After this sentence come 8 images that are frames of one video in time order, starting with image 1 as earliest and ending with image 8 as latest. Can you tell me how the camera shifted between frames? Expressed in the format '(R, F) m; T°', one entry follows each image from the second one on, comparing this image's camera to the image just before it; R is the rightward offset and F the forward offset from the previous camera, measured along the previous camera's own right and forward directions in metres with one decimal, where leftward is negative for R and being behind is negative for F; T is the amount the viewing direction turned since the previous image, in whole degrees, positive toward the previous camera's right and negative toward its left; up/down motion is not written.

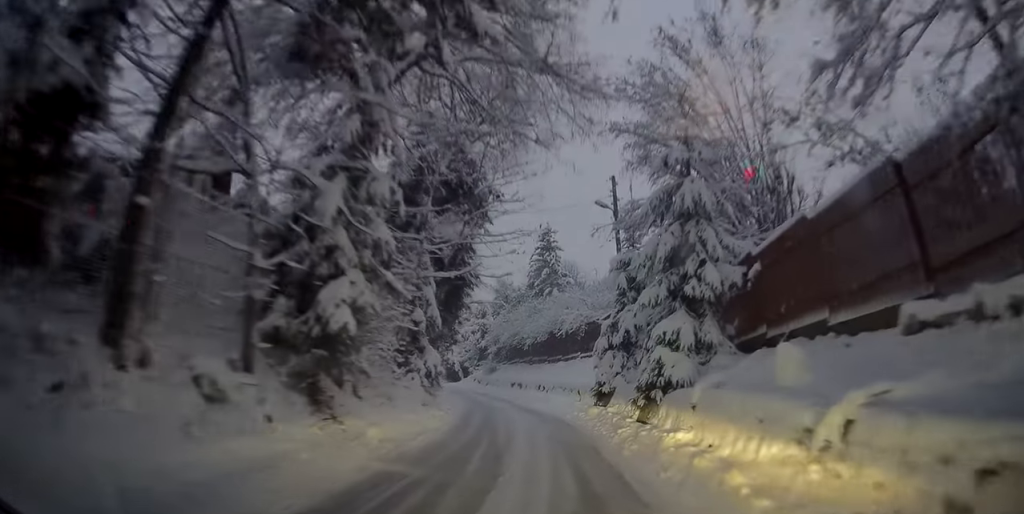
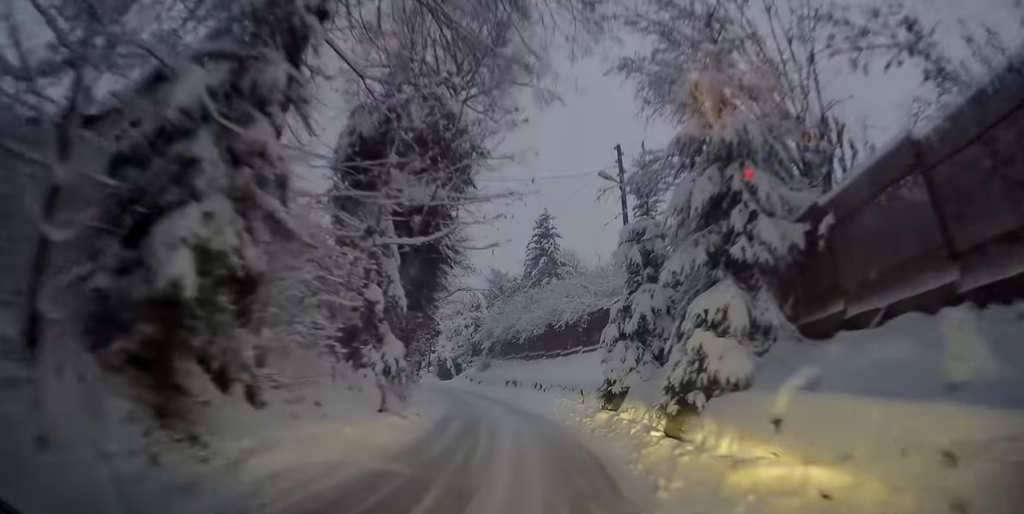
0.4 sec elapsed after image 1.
(0.0, +3.1) m; -2°
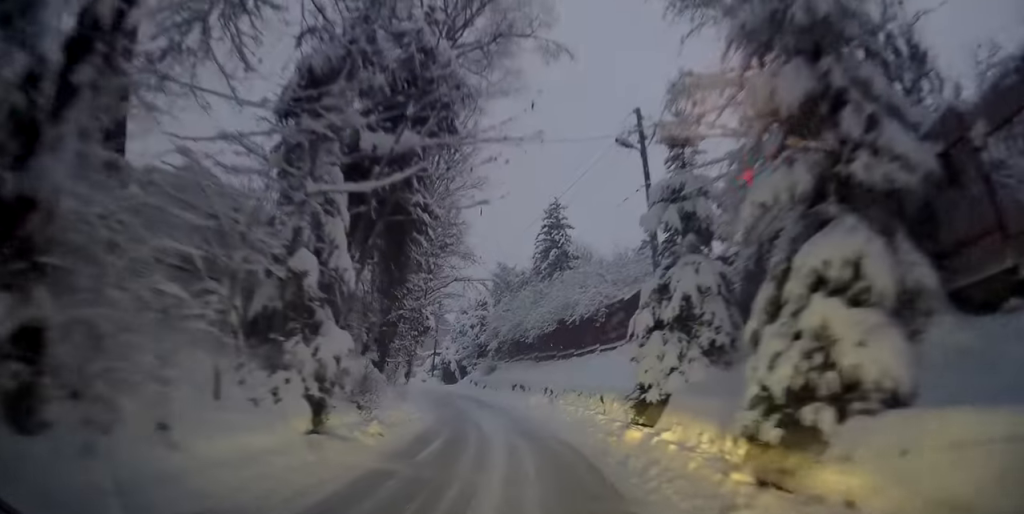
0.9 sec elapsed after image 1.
(0.0, +3.1) m; -2°
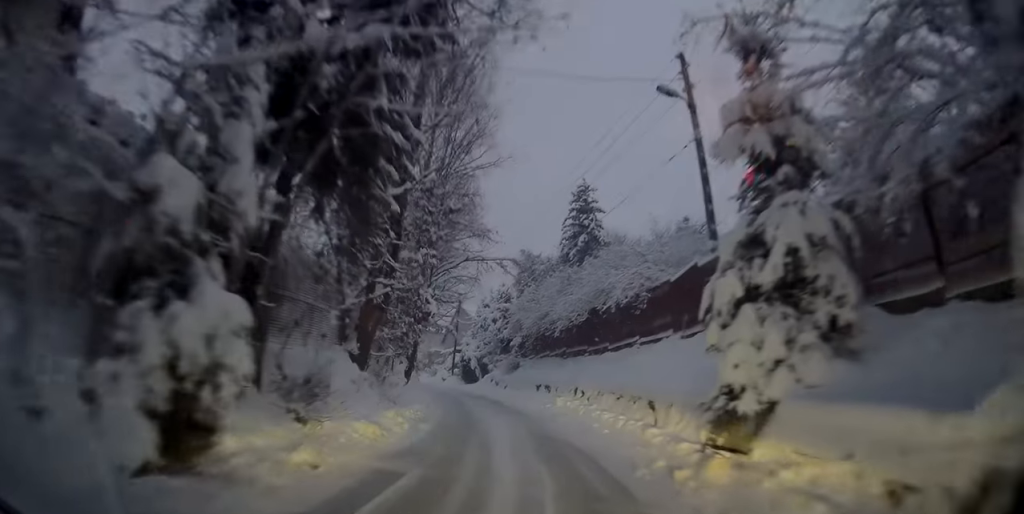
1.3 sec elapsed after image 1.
(-0.2, +3.3) m; -1°
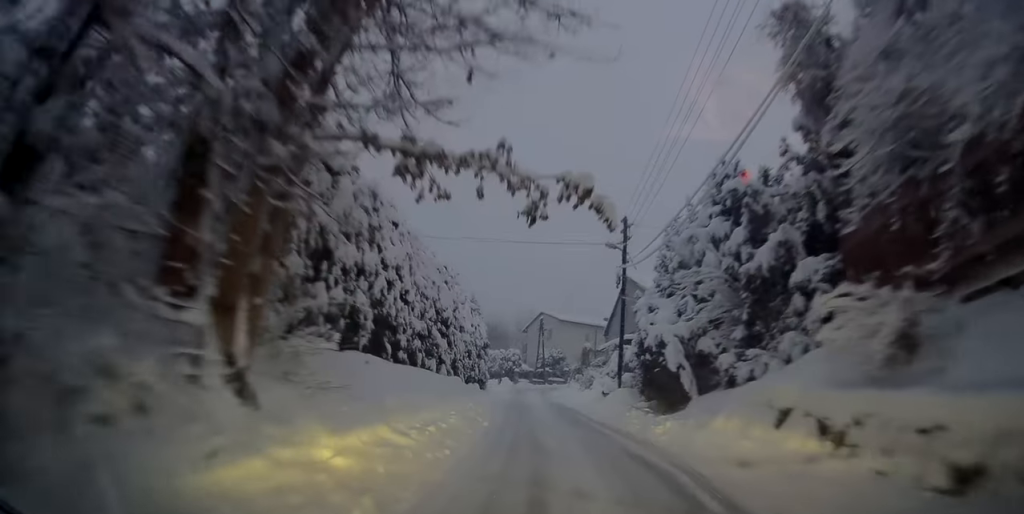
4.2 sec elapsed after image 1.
(-3.5, +22.3) m; -20°
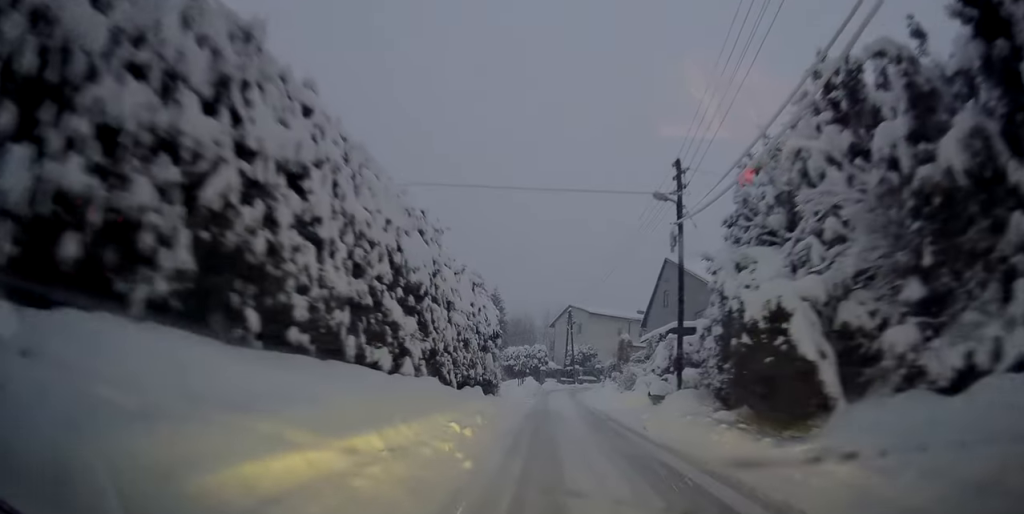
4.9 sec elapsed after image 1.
(-0.2, +6.0) m; -2°
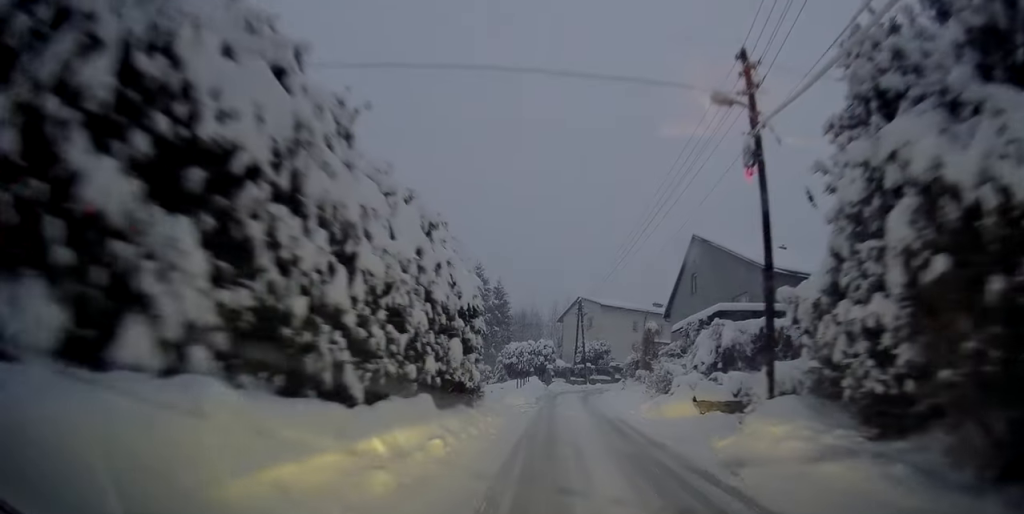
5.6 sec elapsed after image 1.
(0.0, +6.3) m; 0°
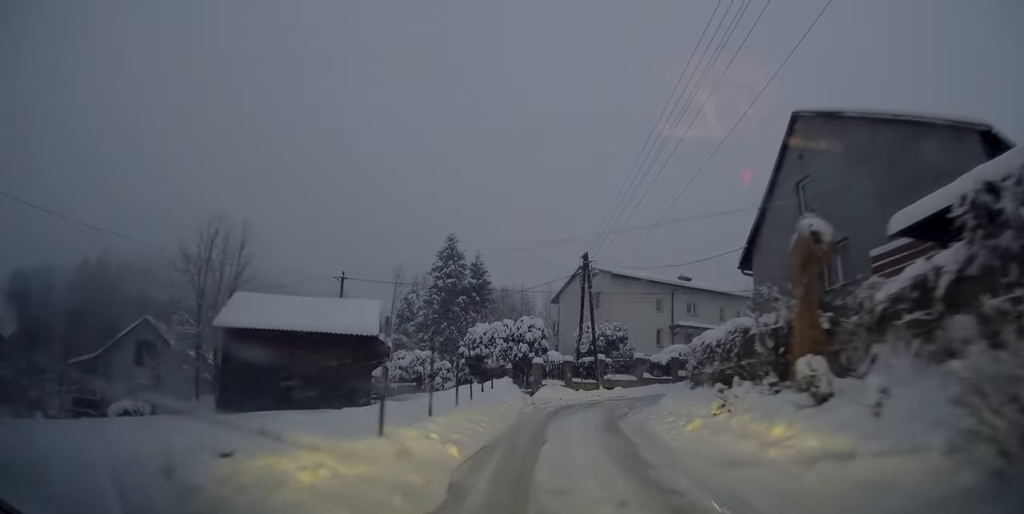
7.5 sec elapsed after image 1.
(+0.3, +16.8) m; +3°
